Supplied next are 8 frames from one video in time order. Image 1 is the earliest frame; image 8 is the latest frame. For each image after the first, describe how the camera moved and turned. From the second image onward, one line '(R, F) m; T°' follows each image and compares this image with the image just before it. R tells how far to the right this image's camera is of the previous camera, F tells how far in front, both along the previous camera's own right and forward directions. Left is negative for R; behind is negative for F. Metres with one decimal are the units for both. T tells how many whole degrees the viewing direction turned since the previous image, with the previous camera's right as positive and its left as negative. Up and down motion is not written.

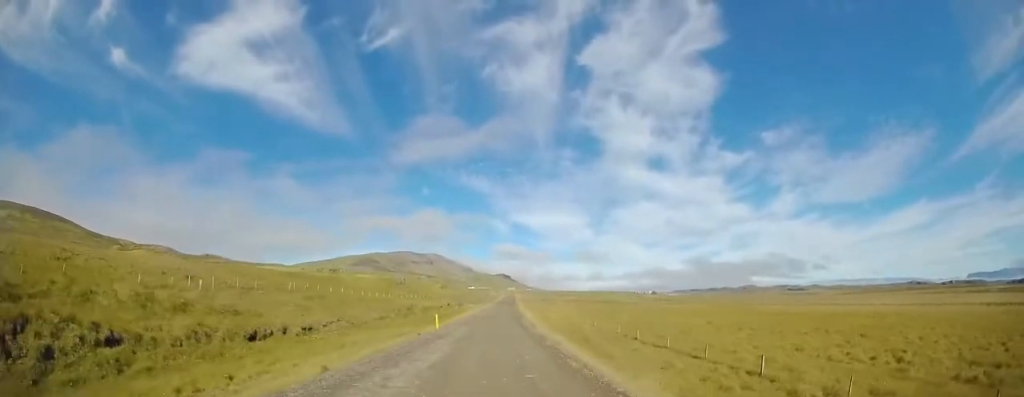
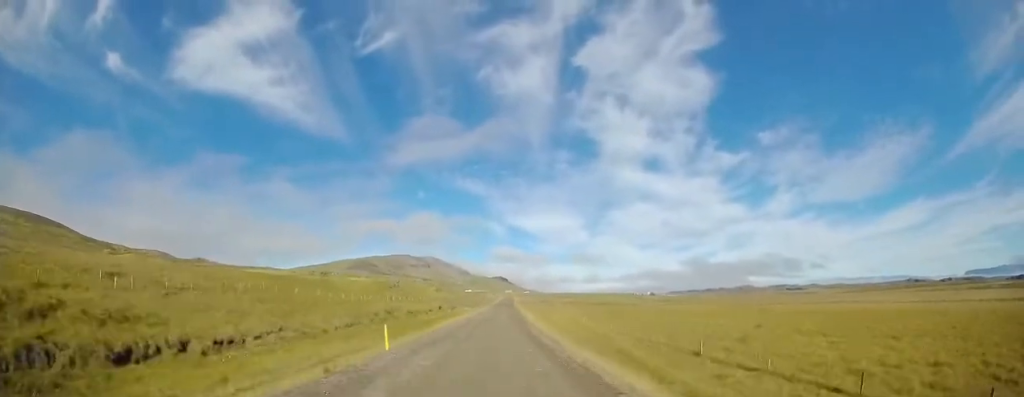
(0.0, +10.8) m; 0°
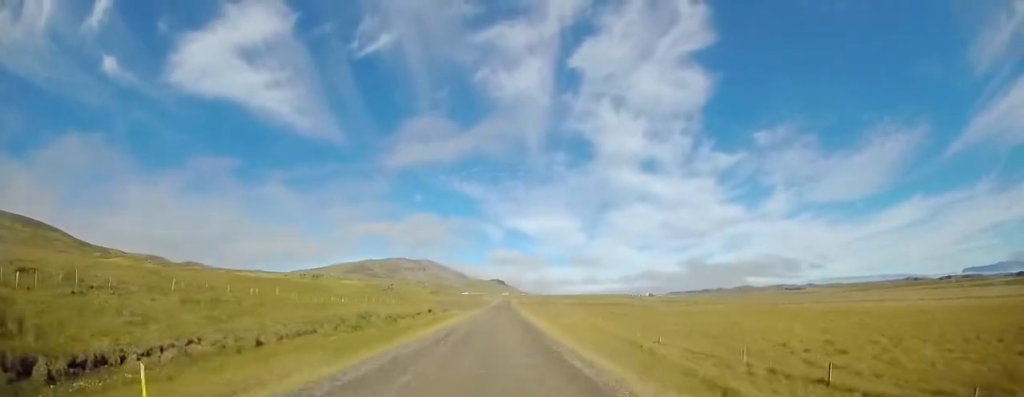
(+0.1, +9.6) m; 0°
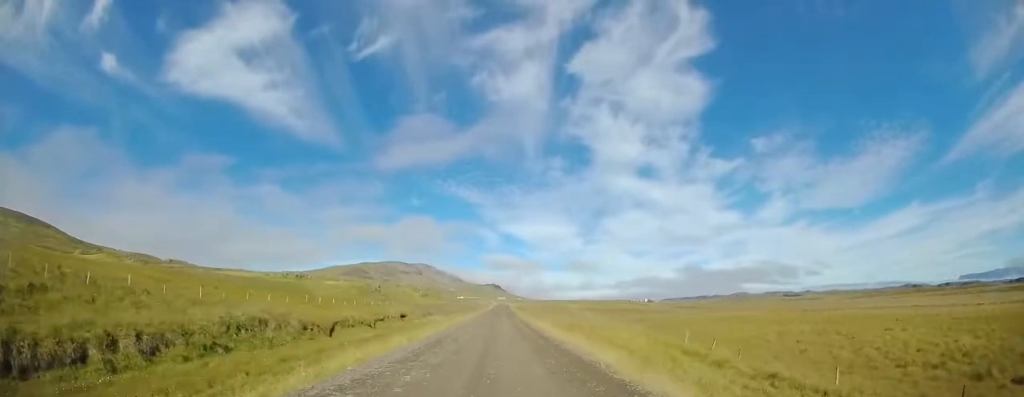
(-0.3, +21.4) m; +1°
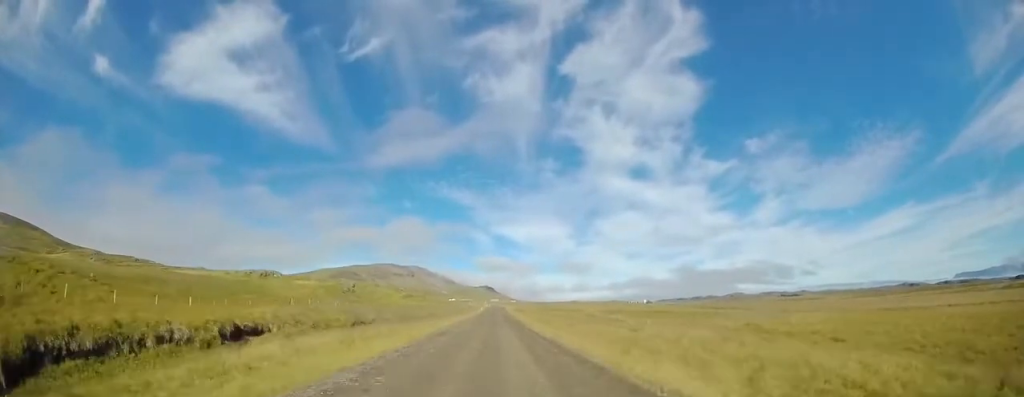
(+1.1, +38.8) m; +1°
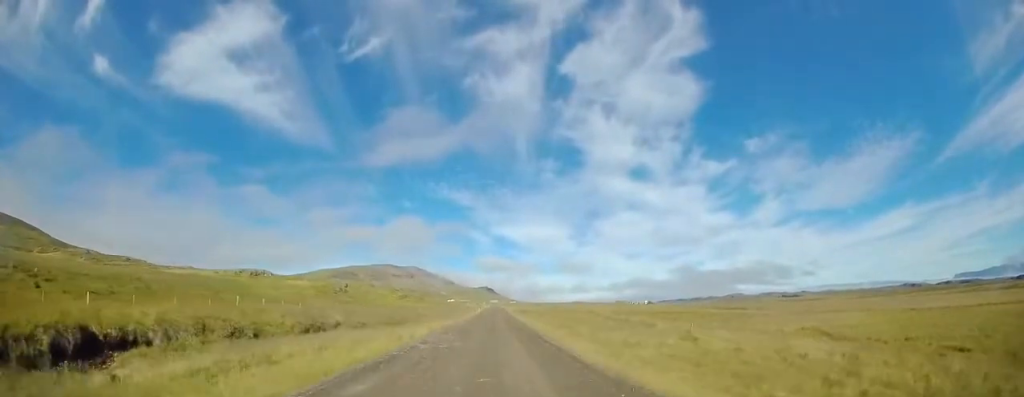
(0.0, +11.1) m; 0°
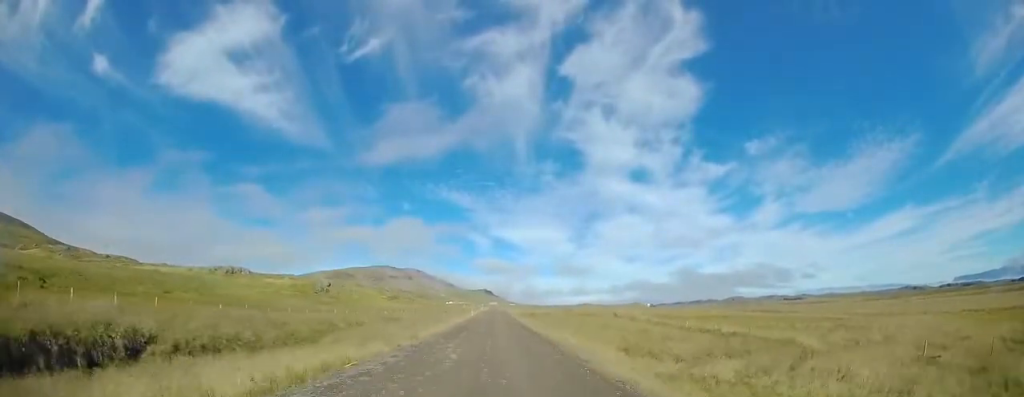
(+0.1, +23.9) m; +1°
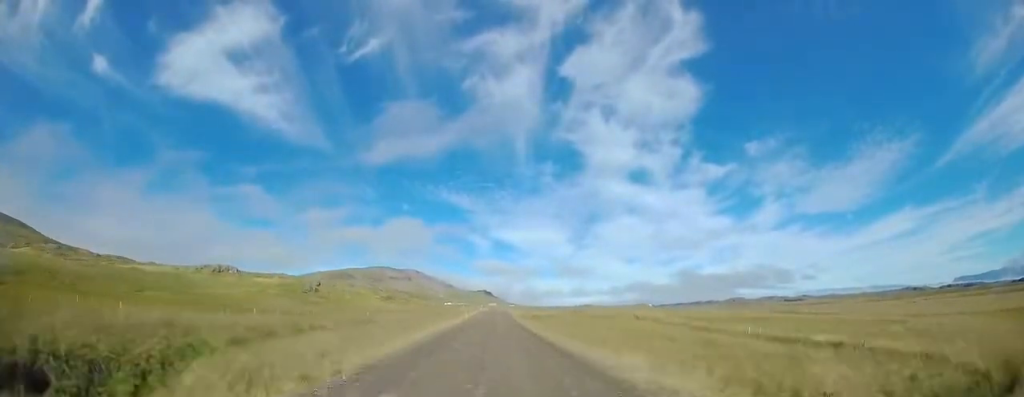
(+0.2, +11.5) m; 0°
